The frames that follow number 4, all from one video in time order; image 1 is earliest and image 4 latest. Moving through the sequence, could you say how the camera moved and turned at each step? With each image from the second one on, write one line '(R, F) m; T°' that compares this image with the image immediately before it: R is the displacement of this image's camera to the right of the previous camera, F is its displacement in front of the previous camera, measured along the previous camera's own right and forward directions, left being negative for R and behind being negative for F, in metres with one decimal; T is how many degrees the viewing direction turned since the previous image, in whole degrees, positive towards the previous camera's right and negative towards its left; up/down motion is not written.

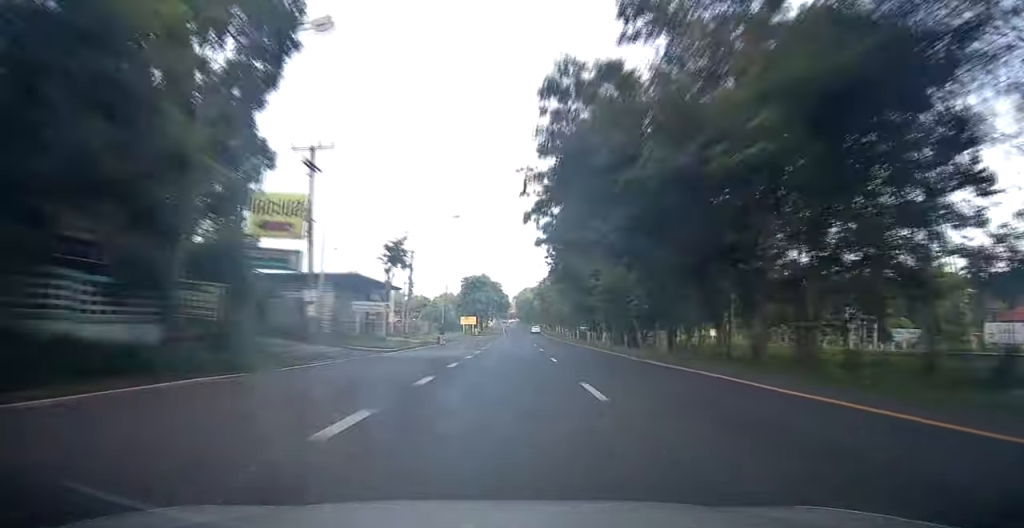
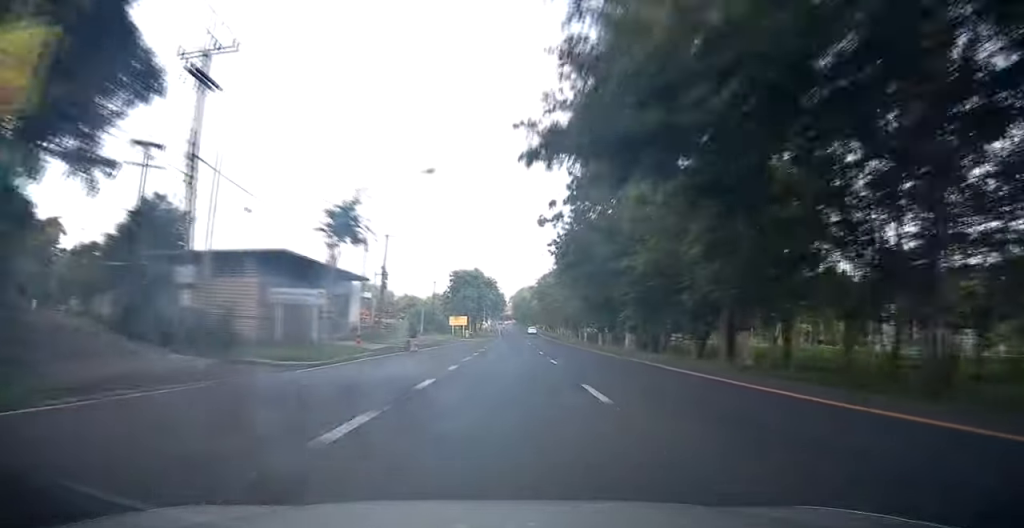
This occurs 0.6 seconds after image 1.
(0.0, +12.0) m; 0°
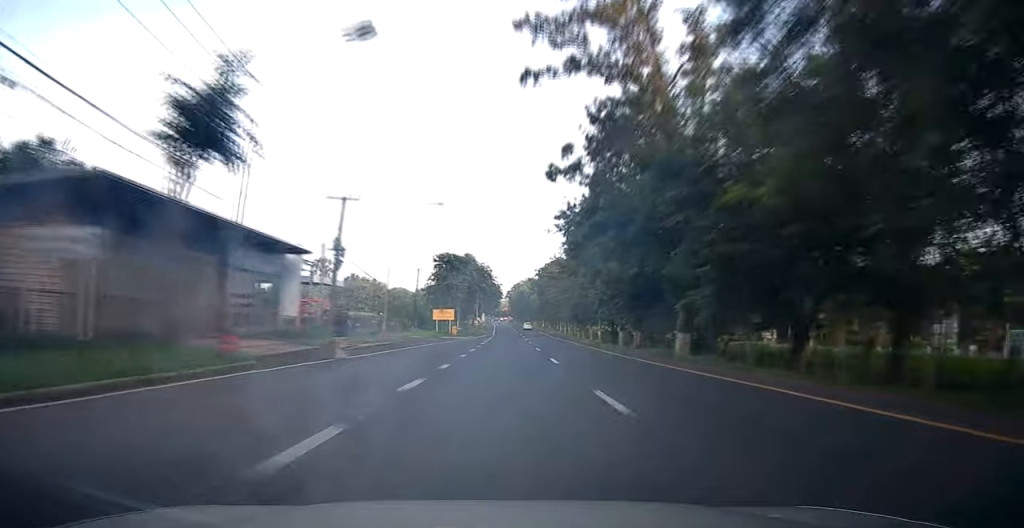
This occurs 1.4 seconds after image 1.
(0.0, +13.5) m; +1°
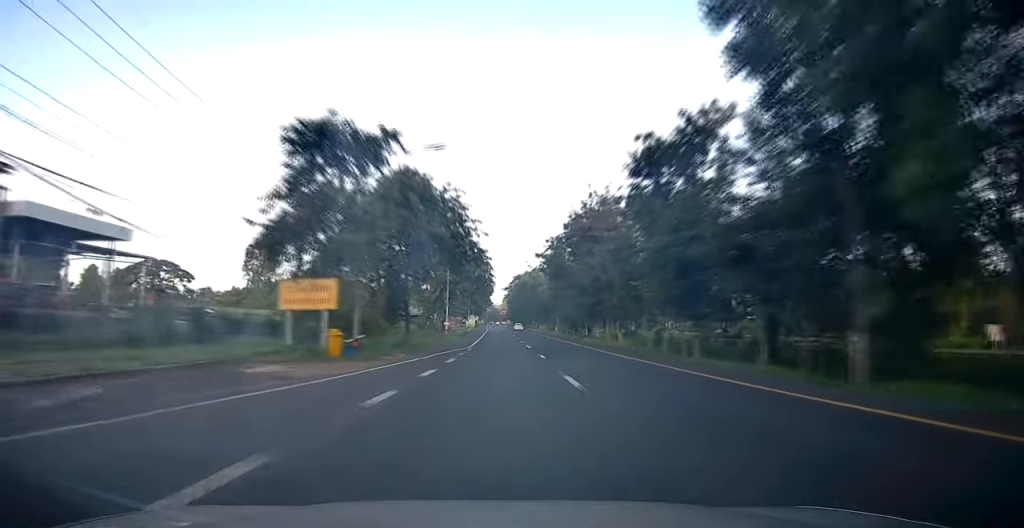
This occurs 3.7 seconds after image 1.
(+0.6, +44.1) m; +1°
